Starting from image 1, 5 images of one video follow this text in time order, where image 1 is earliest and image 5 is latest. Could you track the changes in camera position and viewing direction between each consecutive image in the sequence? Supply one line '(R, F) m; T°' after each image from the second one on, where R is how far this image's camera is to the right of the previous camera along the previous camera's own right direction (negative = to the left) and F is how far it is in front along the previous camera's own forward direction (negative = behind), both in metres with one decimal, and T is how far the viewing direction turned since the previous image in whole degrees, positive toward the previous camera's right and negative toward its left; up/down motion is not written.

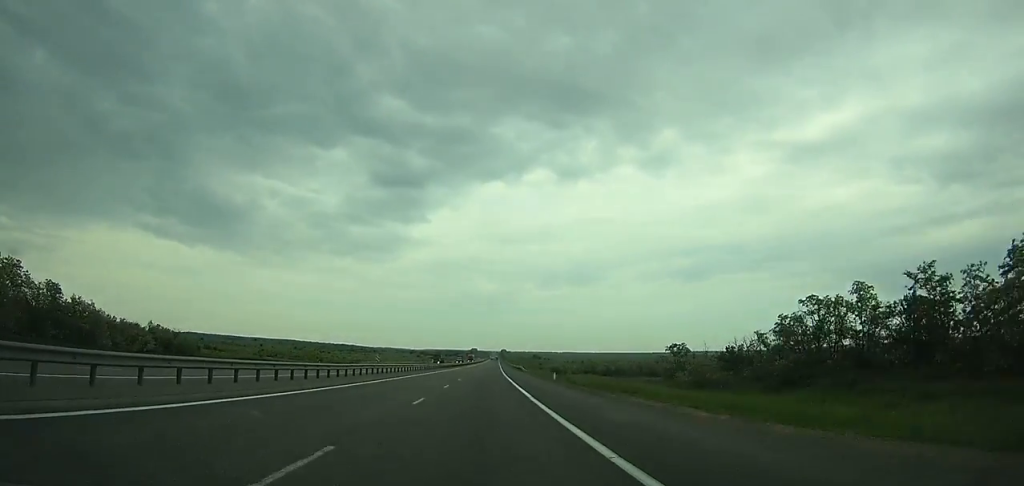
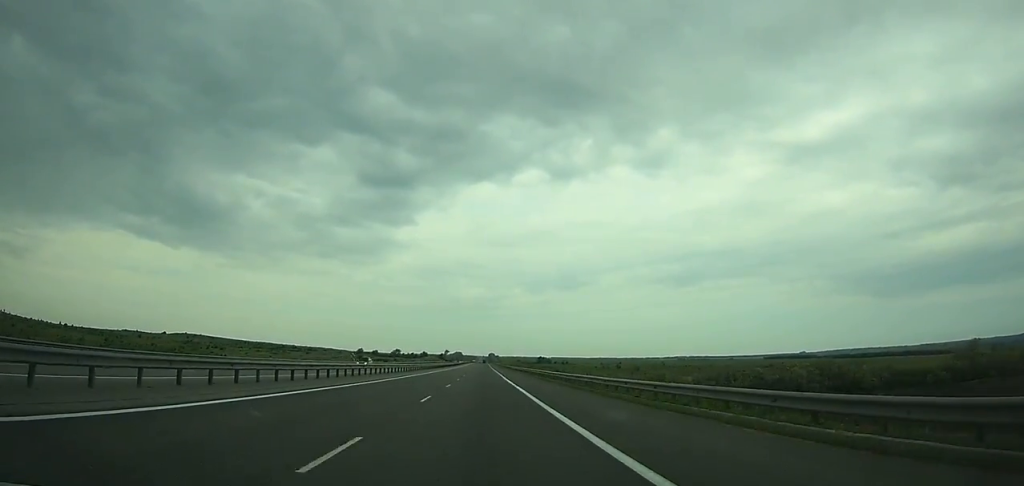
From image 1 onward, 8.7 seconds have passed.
(+5.3, +244.3) m; +1°
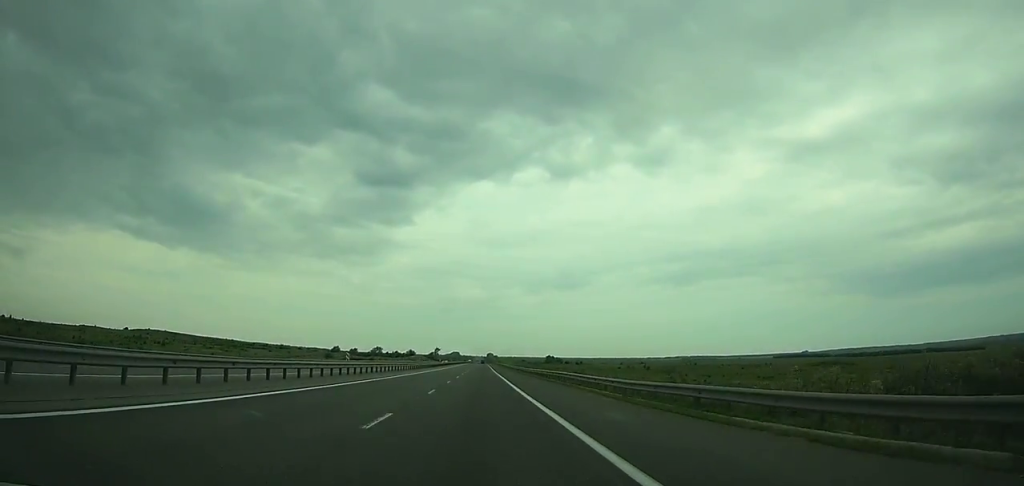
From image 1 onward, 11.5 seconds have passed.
(0.0, +80.9) m; 0°
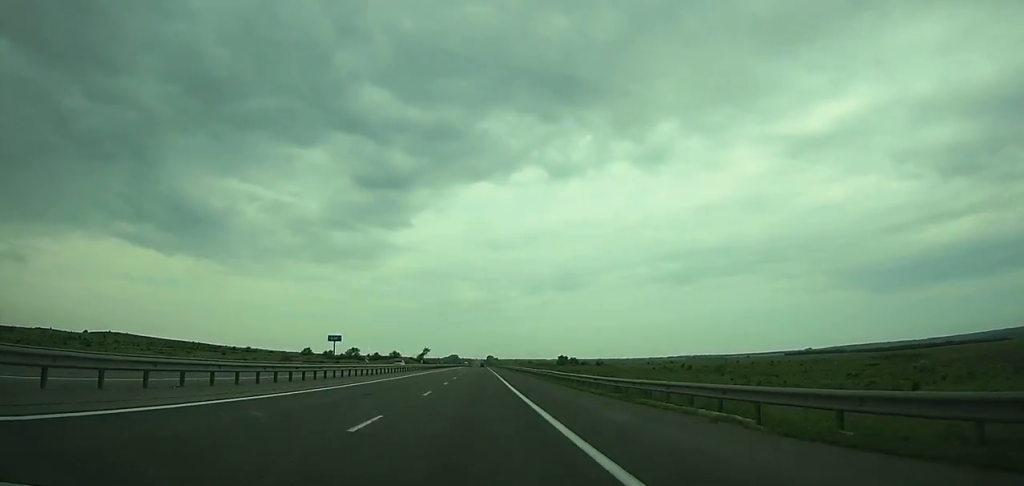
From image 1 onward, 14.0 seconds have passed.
(+0.1, +72.7) m; 0°
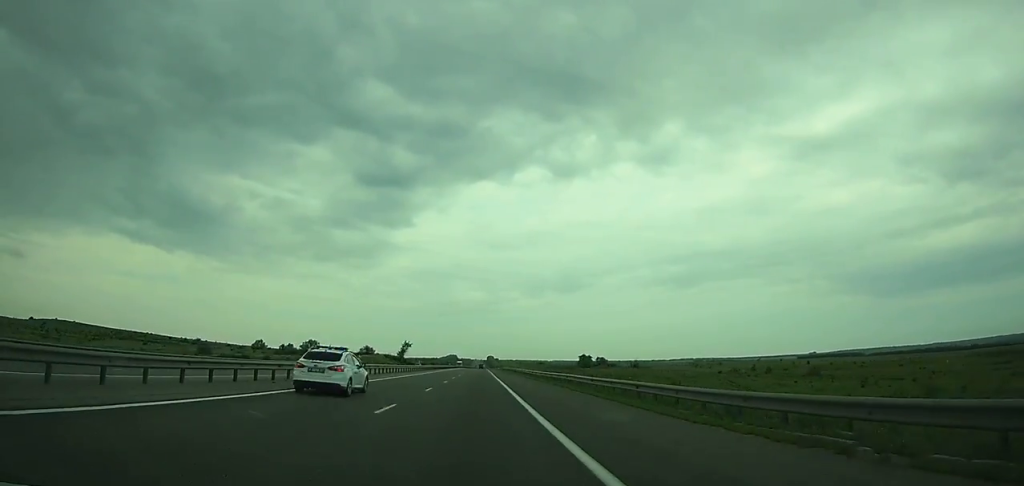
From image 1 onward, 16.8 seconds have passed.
(0.0, +81.6) m; 0°
